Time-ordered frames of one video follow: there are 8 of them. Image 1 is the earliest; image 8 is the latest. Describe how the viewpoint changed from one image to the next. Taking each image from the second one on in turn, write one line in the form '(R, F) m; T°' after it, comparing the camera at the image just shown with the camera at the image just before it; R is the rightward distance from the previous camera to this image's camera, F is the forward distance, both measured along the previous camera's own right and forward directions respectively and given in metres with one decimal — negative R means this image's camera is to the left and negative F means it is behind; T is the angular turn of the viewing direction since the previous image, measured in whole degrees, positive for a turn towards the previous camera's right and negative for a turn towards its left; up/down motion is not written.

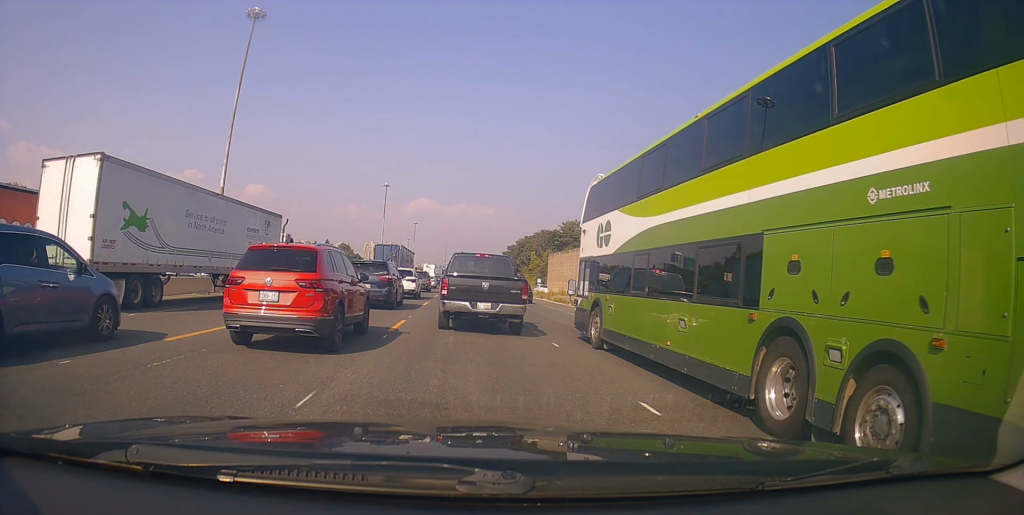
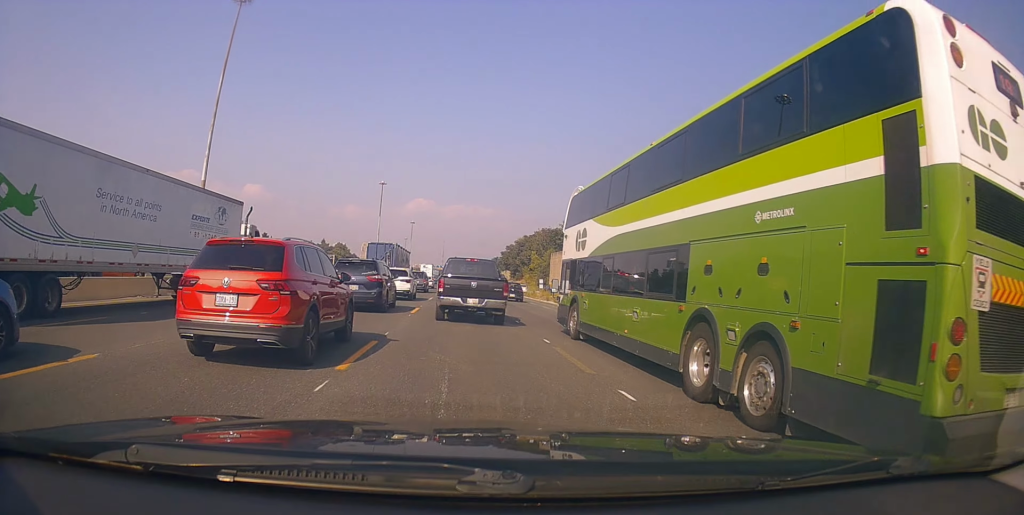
(0.0, +5.6) m; 0°
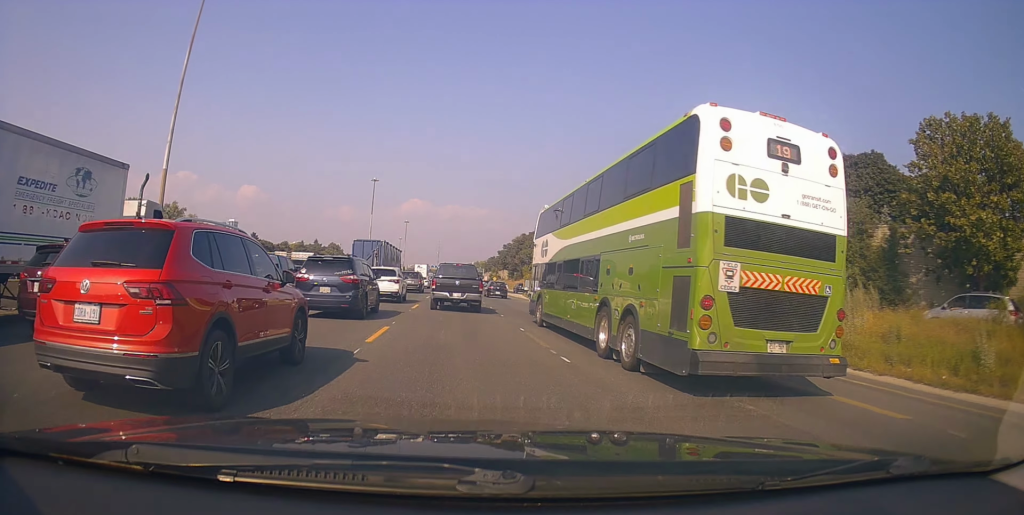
(-0.5, +8.6) m; -2°
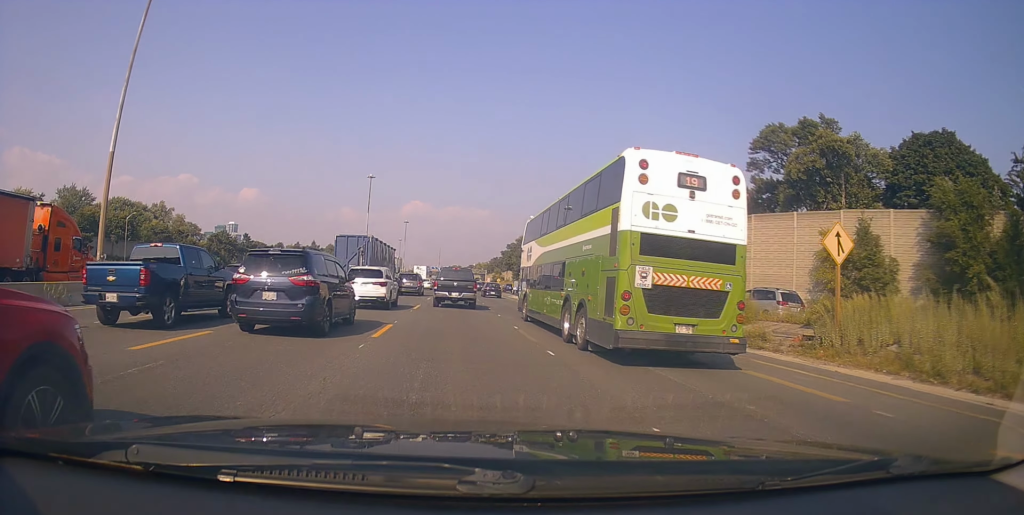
(+0.5, +10.0) m; +1°
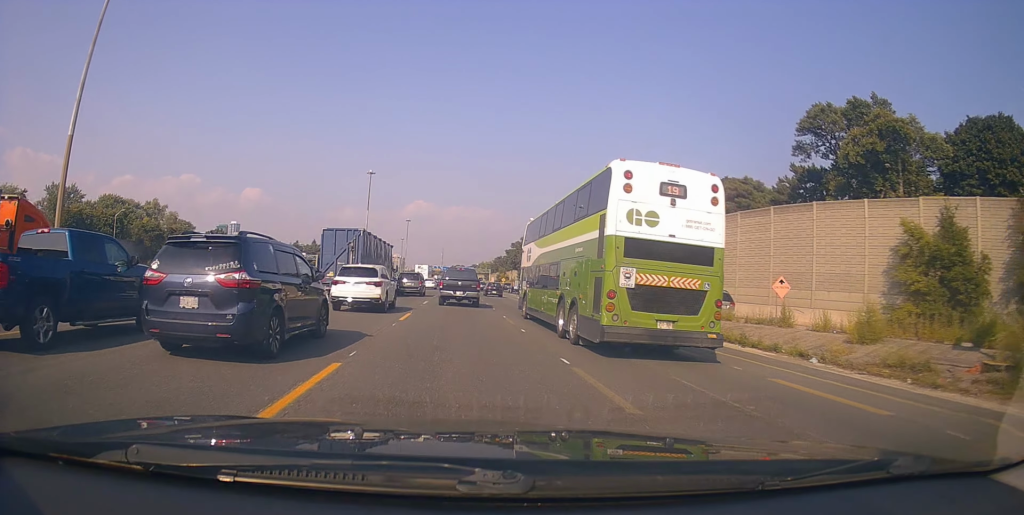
(-0.4, +6.7) m; -2°
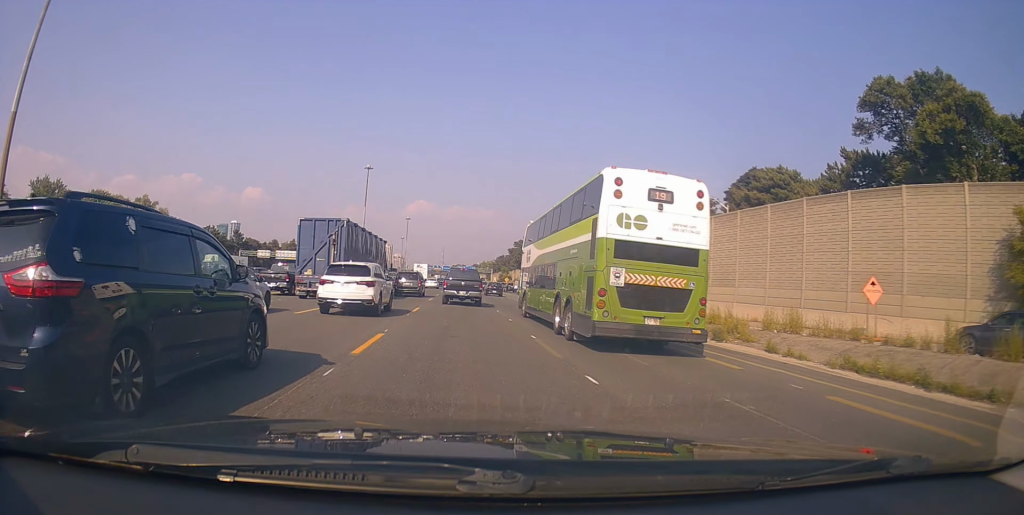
(+0.1, +7.7) m; +1°
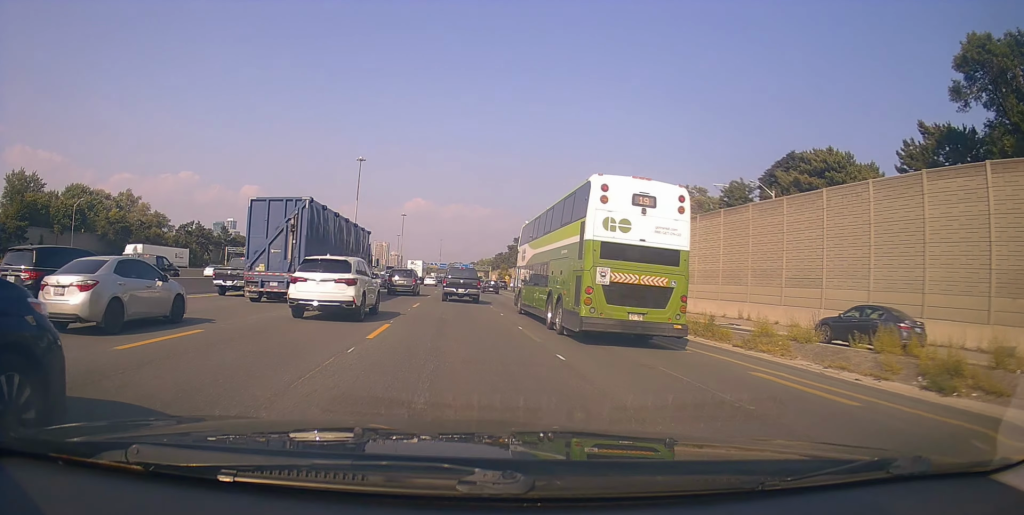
(0.0, +9.8) m; +1°
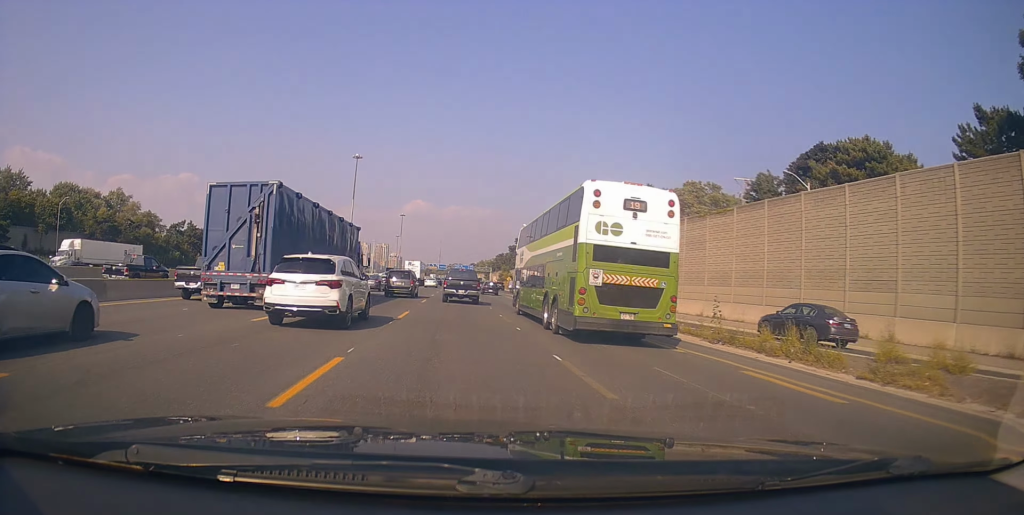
(+0.1, +5.9) m; 0°
